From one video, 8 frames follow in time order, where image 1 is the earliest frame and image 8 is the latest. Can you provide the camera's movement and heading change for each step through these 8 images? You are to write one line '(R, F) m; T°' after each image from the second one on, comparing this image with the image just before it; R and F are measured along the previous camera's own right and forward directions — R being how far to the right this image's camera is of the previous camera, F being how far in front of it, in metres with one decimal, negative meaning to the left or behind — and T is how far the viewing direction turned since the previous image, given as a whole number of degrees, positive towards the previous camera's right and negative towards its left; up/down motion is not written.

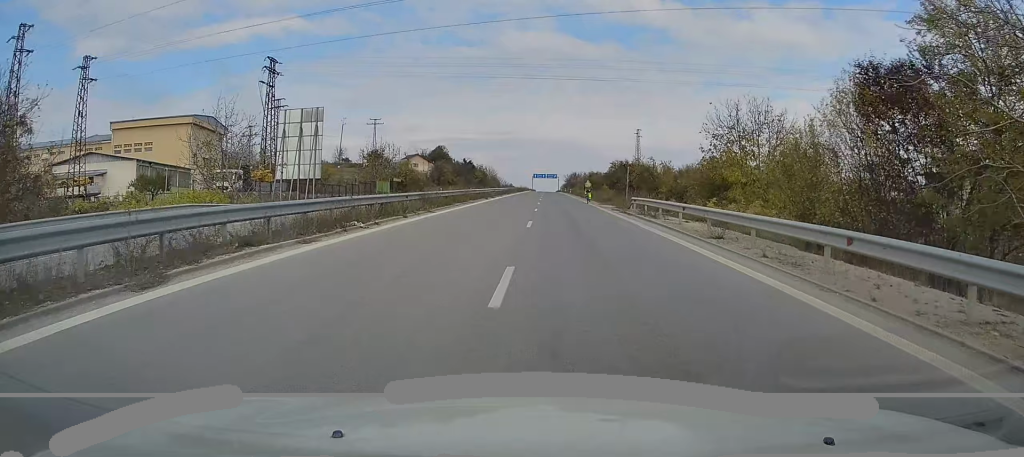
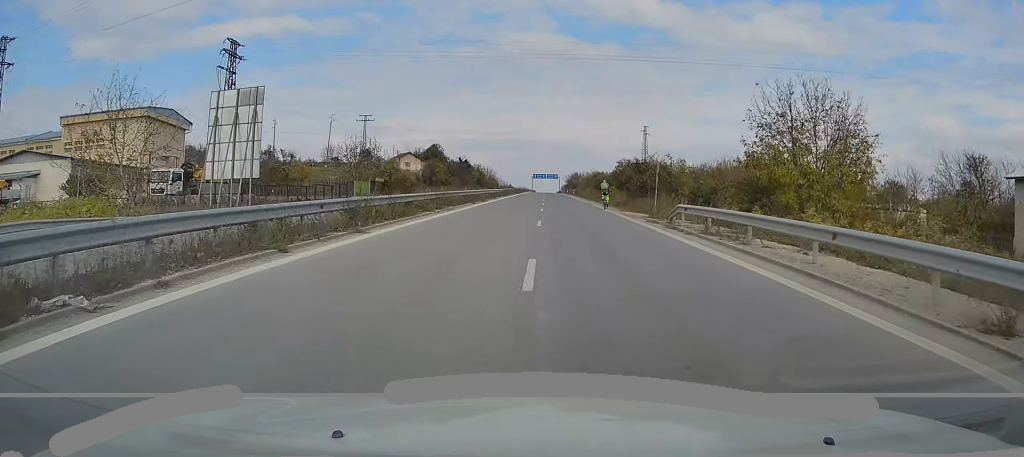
(0.0, +10.9) m; 0°
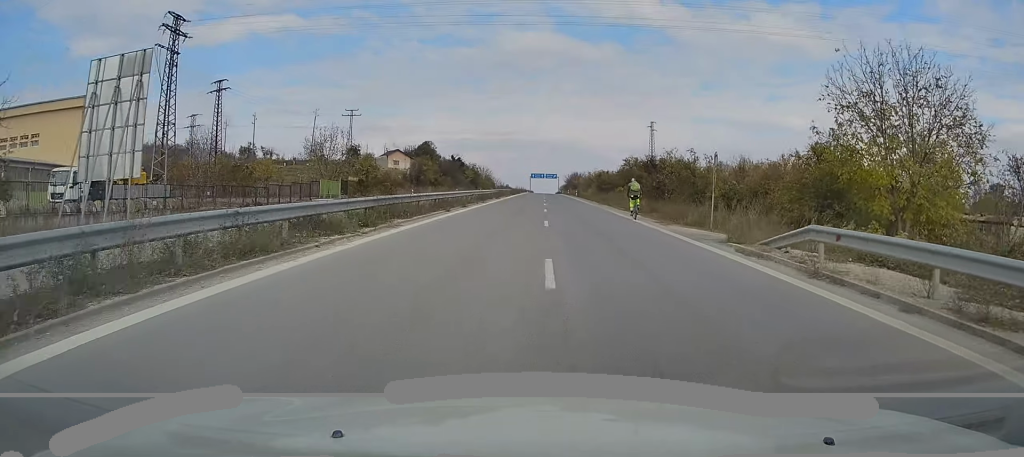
(-0.1, +11.7) m; 0°
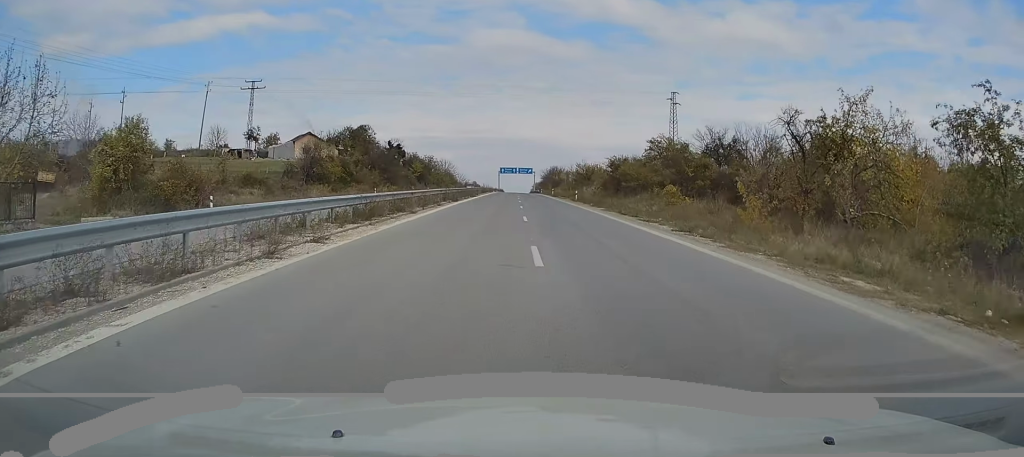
(+0.9, +45.5) m; +2°
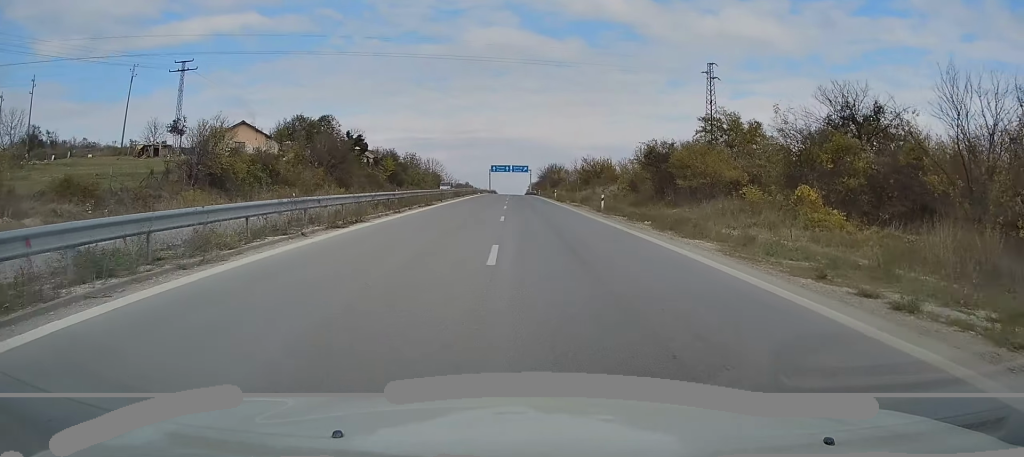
(+0.1, +24.0) m; 0°
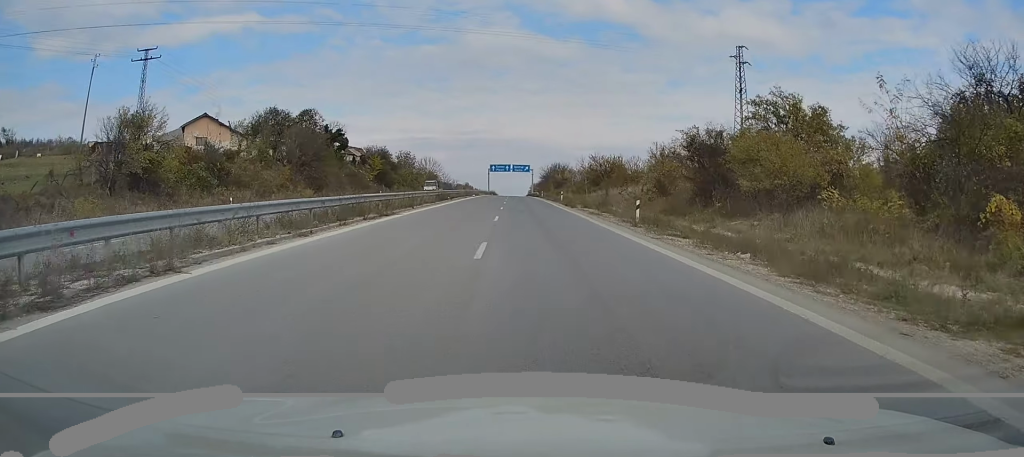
(0.0, +10.8) m; 0°
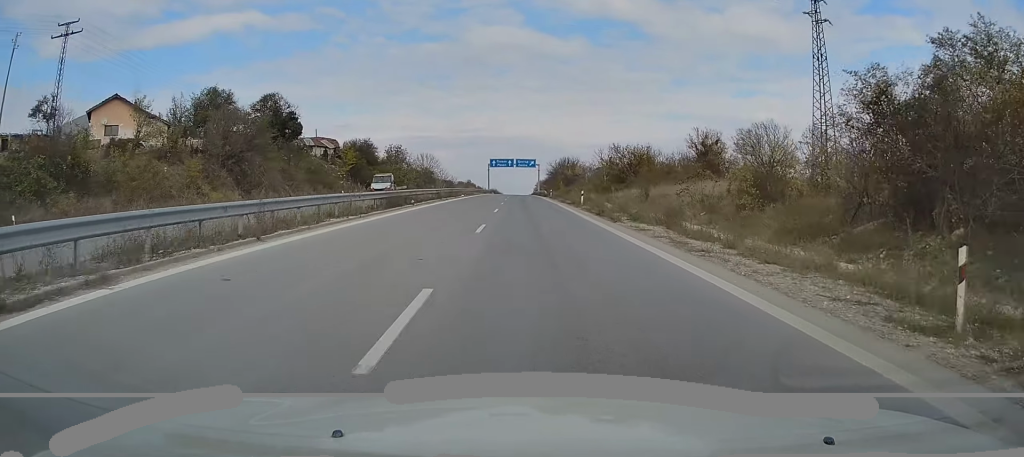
(0.0, +18.5) m; 0°
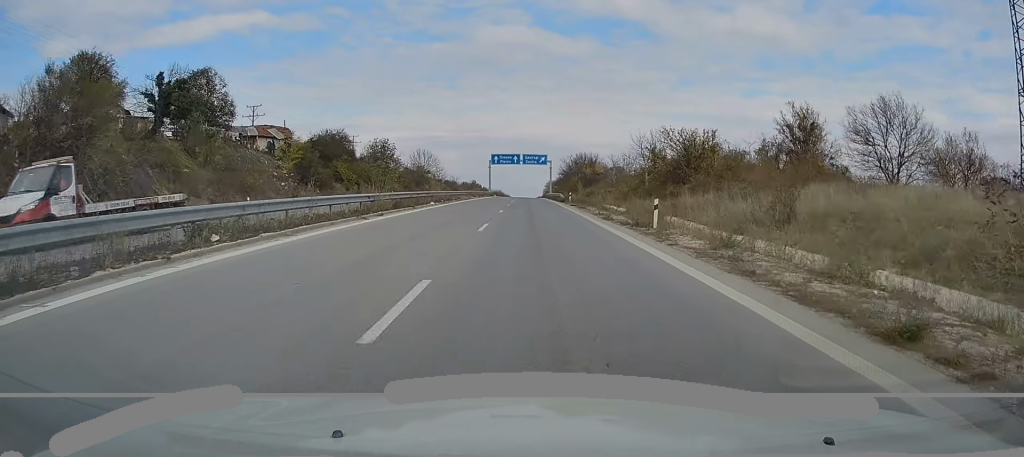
(0.0, +23.0) m; 0°
